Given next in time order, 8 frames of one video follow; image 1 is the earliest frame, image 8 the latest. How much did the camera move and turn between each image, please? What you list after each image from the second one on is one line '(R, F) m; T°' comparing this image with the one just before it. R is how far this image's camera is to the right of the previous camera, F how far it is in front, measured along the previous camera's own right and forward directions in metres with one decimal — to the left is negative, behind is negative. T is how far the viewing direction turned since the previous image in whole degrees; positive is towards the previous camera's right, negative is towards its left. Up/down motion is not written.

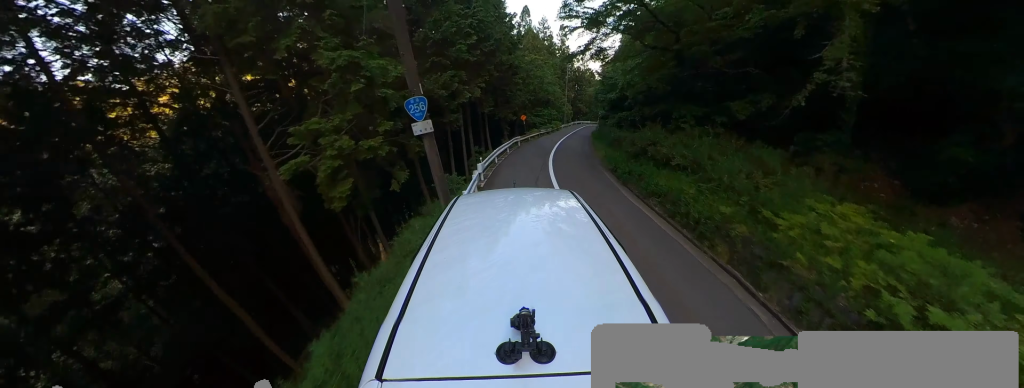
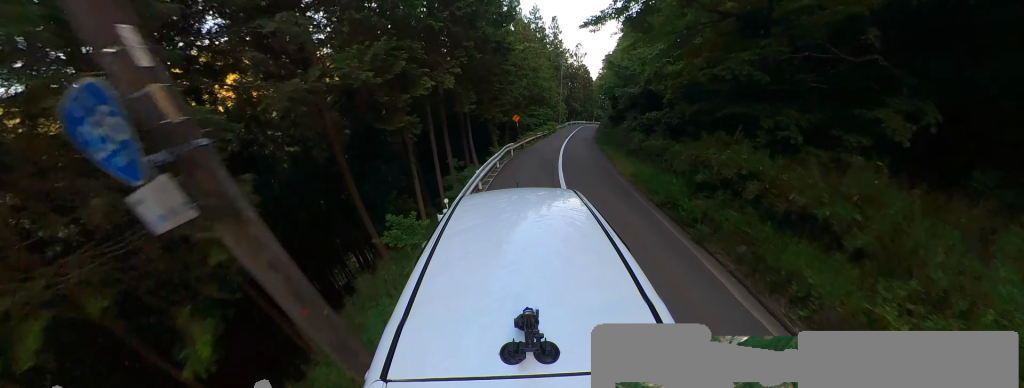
(+0.3, +5.5) m; +1°
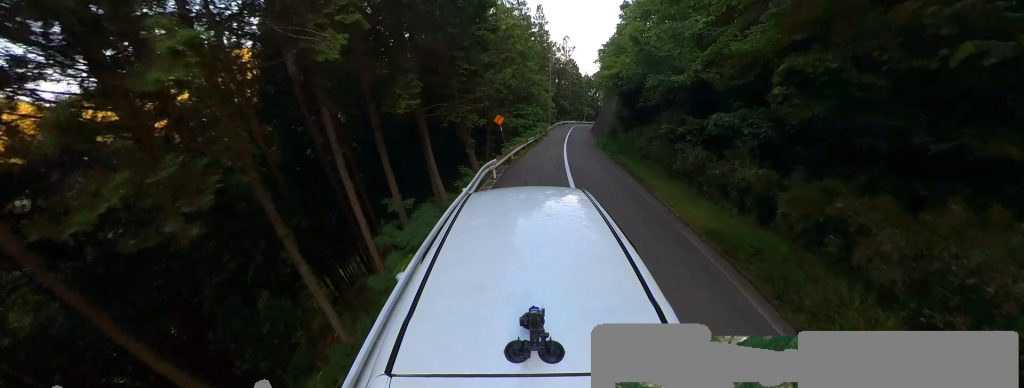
(-0.1, +6.5) m; +5°
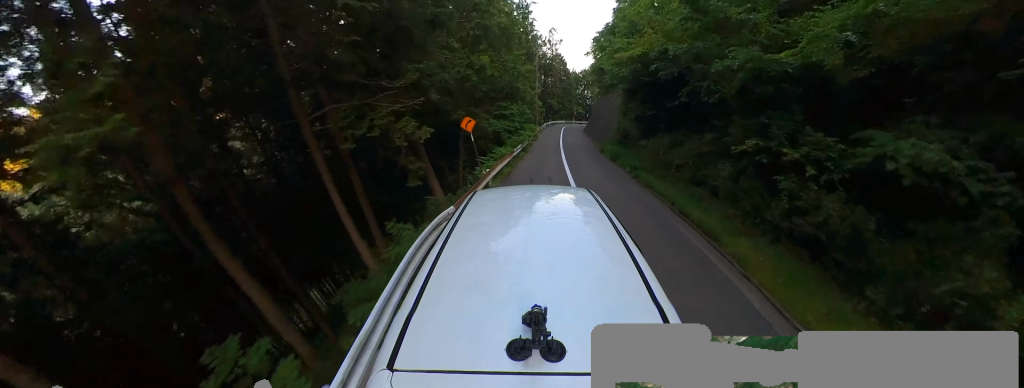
(-0.2, +5.7) m; +5°
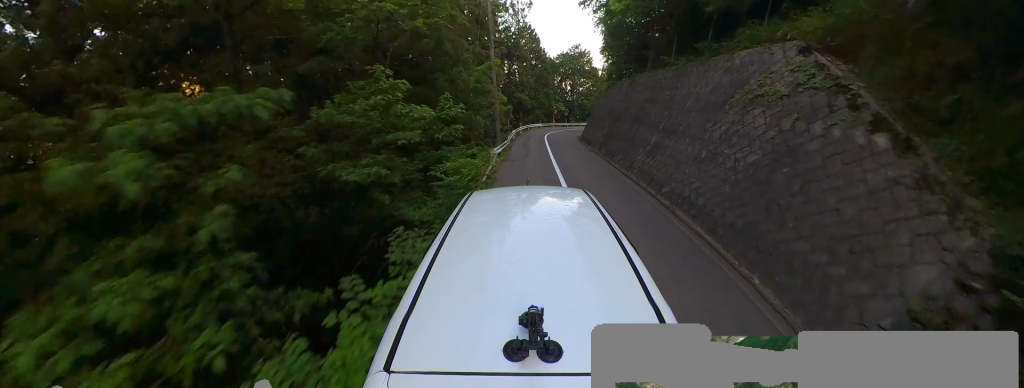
(+2.1, +20.2) m; +7°
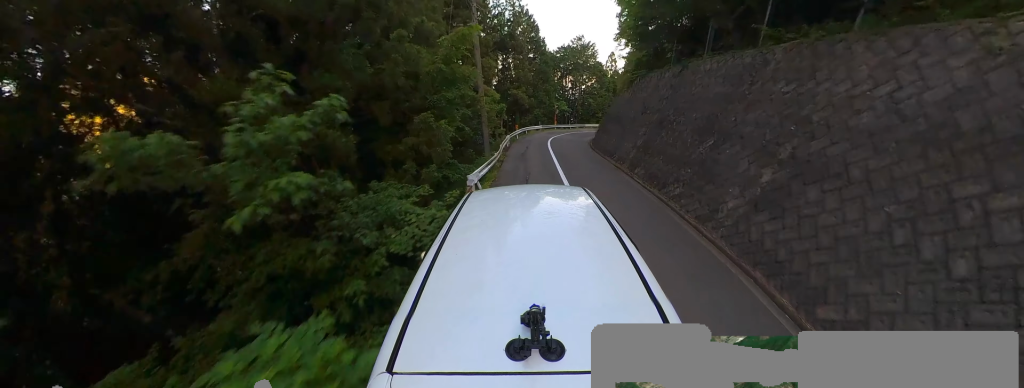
(+0.4, +6.0) m; +2°
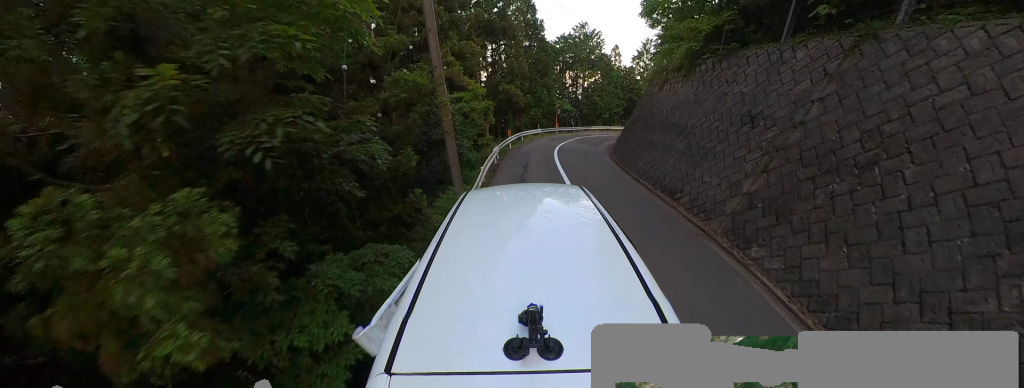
(+0.2, +7.0) m; -2°
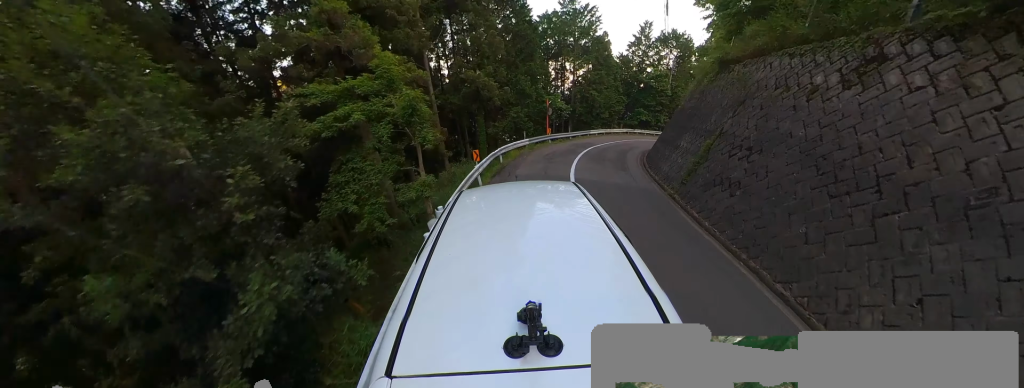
(-0.7, +10.0) m; +8°
